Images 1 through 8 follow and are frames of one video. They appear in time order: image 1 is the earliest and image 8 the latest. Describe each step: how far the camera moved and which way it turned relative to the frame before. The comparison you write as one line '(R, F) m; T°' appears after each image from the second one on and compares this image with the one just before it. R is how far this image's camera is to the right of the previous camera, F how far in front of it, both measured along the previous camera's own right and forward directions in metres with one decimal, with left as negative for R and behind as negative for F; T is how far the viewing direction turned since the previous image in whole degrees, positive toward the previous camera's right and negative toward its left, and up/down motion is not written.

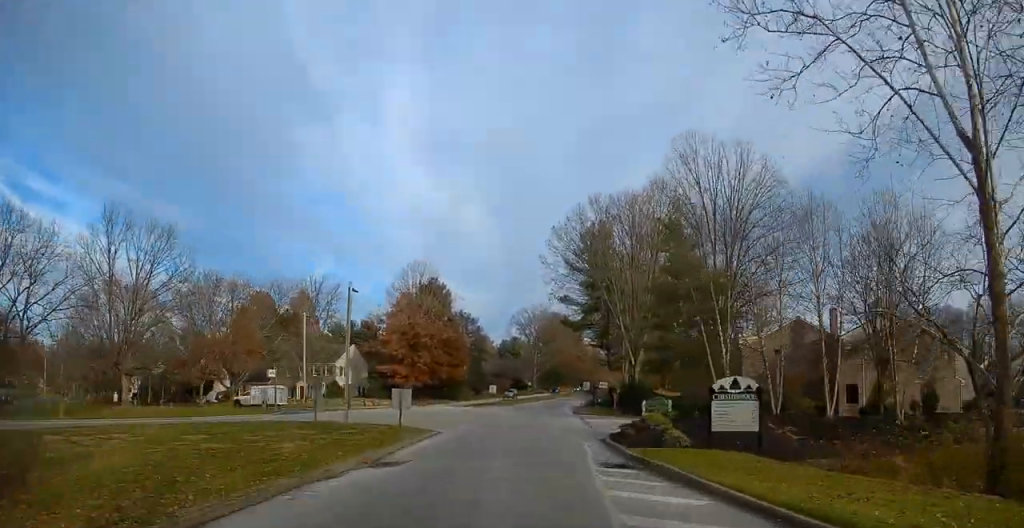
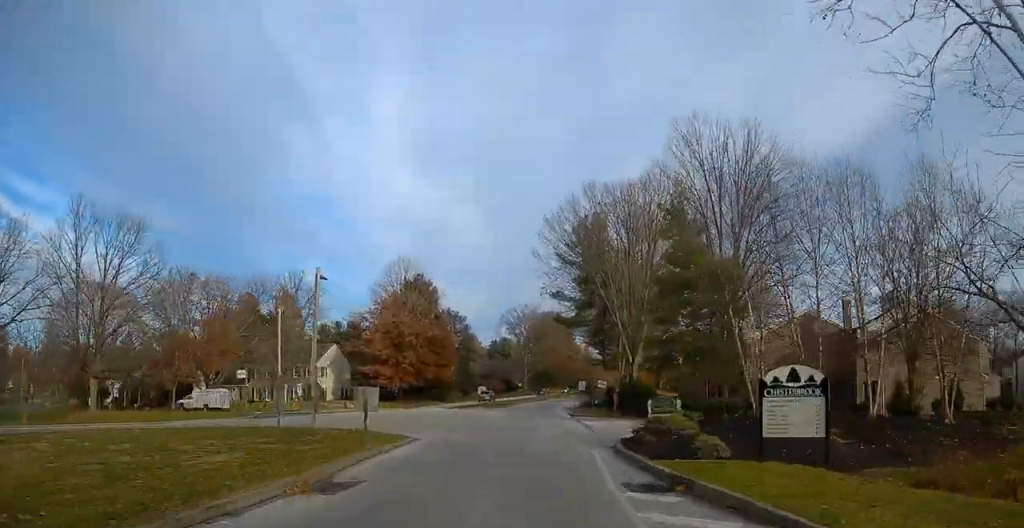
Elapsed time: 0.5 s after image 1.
(+0.1, +4.8) m; +1°
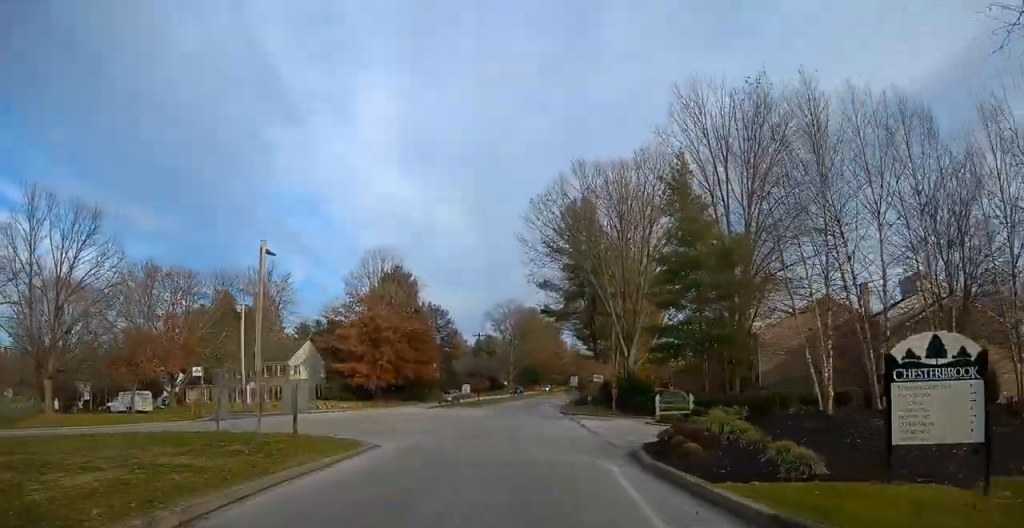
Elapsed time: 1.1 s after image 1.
(+0.1, +6.0) m; +1°
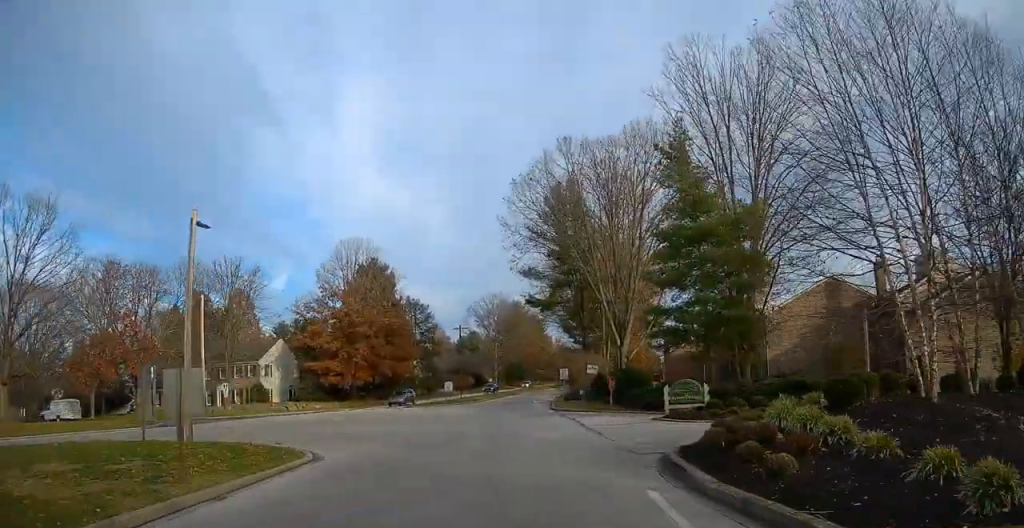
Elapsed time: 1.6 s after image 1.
(0.0, +5.3) m; 0°
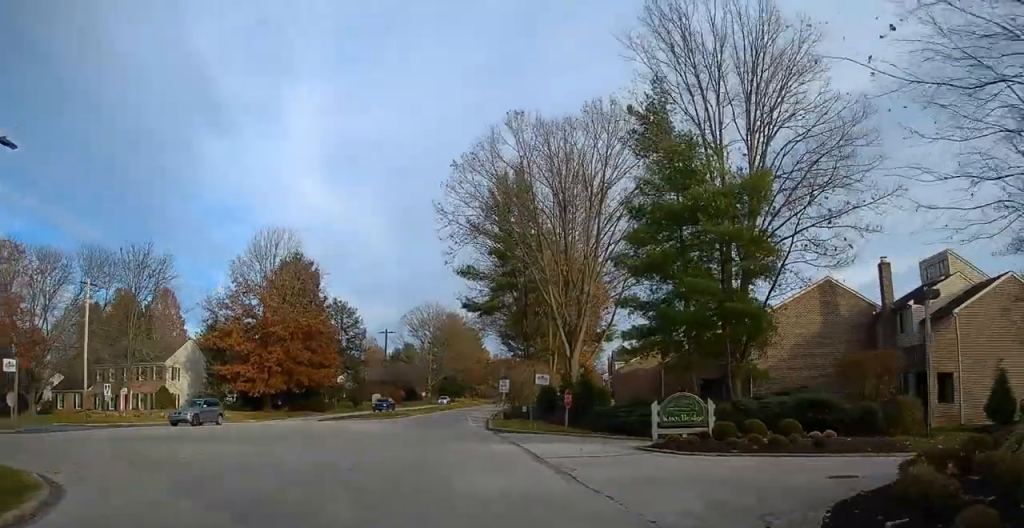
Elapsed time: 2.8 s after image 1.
(0.0, +9.8) m; +6°
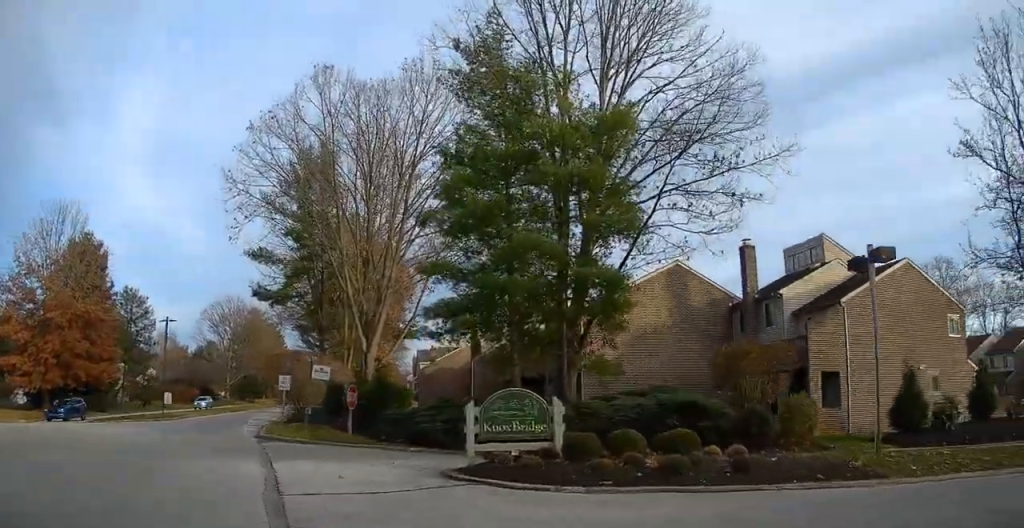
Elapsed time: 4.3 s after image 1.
(+1.4, +8.8) m; +18°
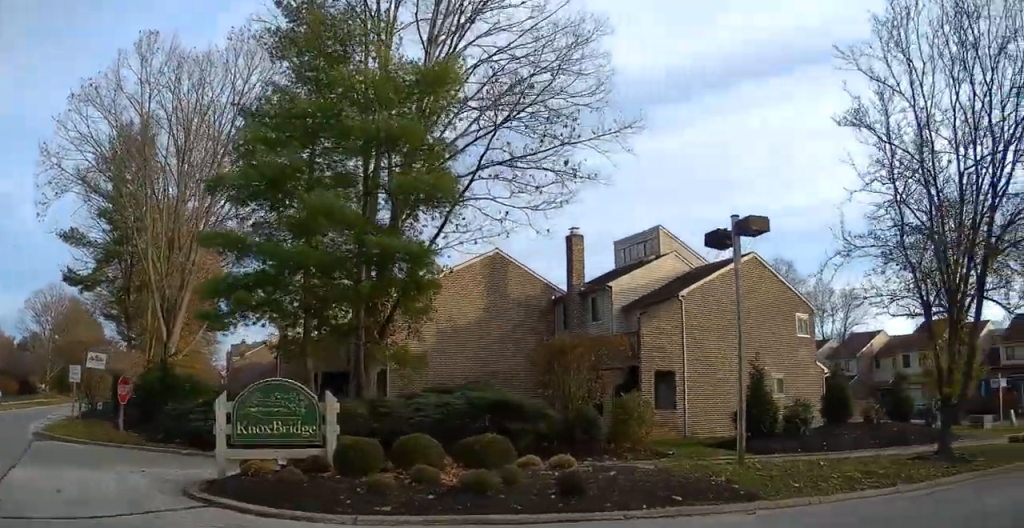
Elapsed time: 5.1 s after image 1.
(-0.1, +3.4) m; +13°
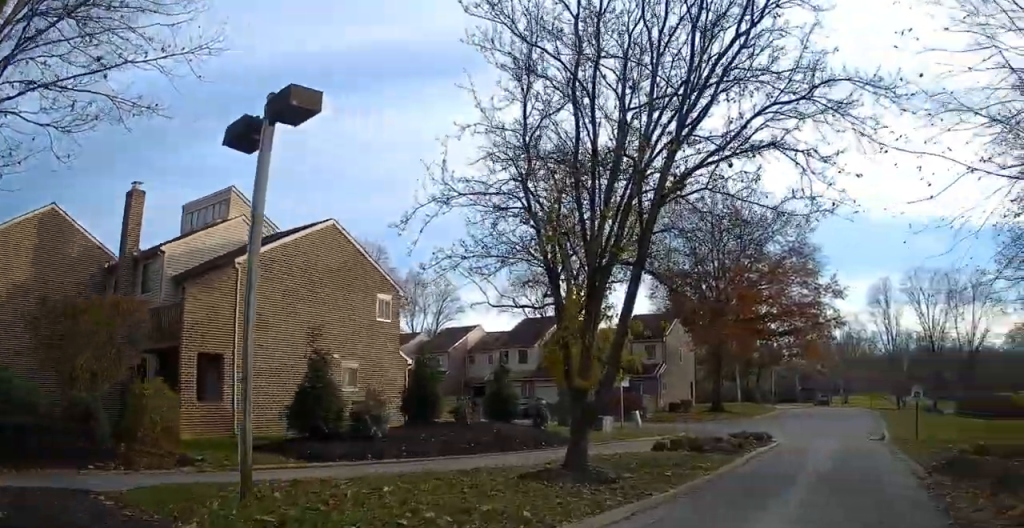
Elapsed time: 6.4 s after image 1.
(+1.9, +4.8) m; +33°
